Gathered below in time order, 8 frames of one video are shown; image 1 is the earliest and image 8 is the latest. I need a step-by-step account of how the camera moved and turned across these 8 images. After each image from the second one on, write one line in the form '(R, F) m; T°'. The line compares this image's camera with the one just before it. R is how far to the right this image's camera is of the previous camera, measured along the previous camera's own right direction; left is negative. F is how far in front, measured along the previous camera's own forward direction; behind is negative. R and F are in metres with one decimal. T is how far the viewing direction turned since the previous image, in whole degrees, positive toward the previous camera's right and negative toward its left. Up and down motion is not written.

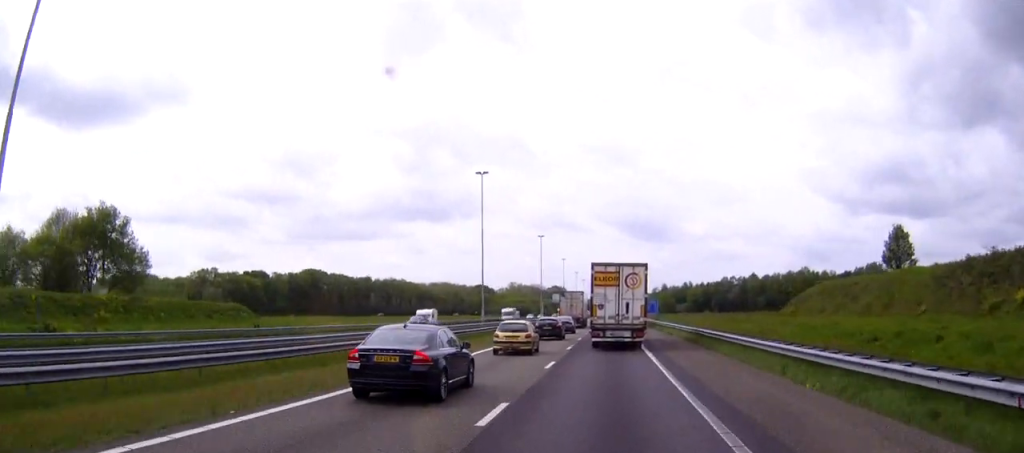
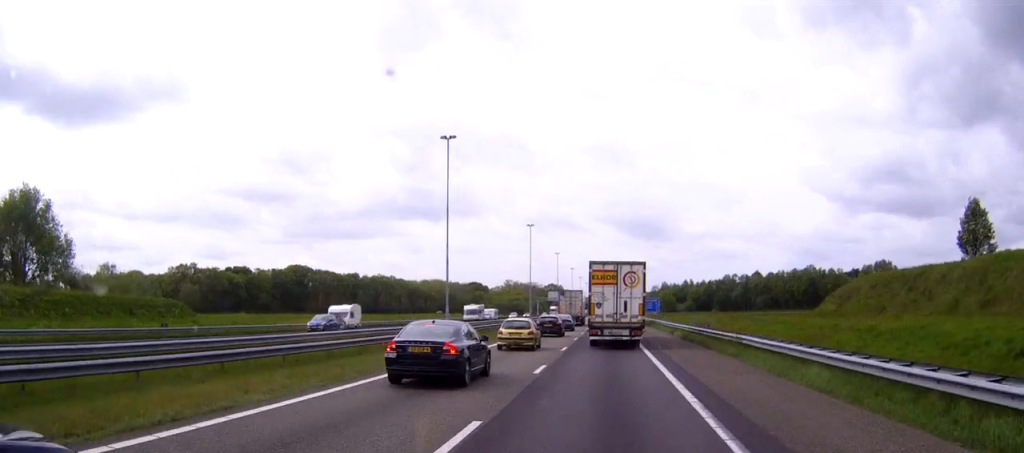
(0.0, +14.7) m; 0°
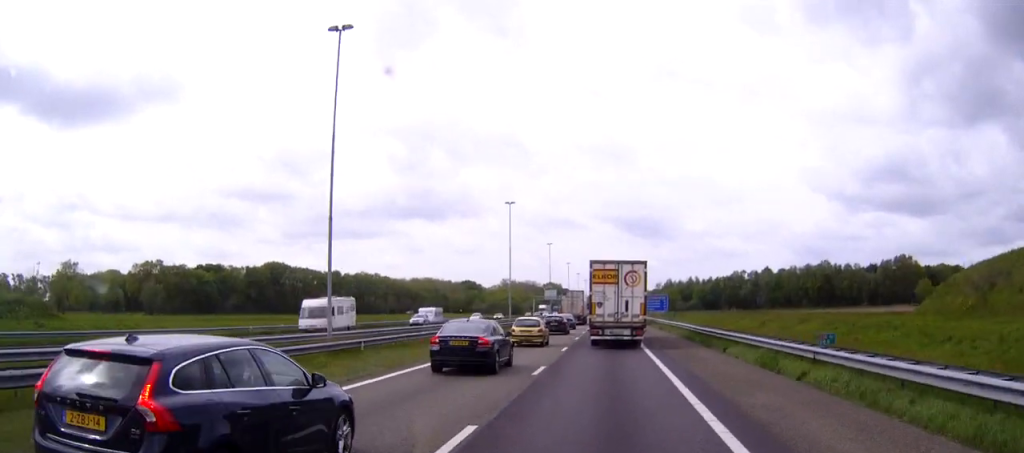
(0.0, +24.2) m; 0°
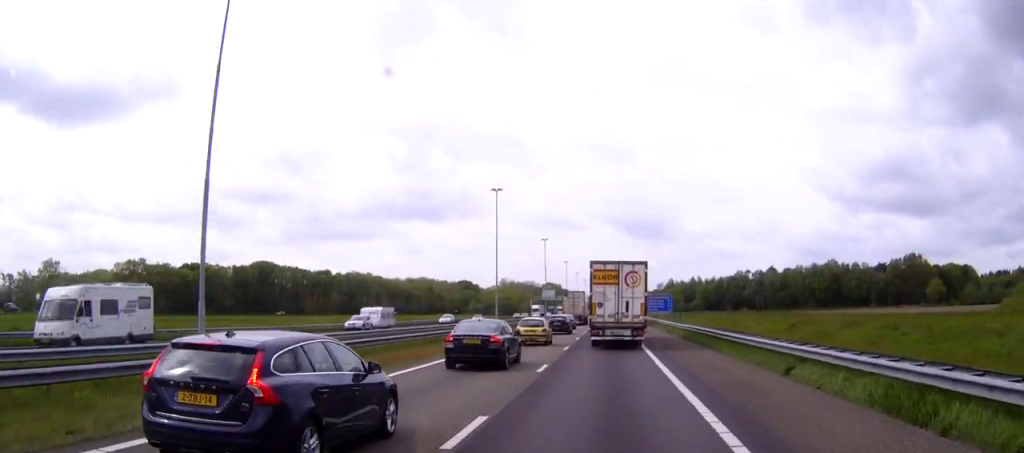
(0.0, +11.0) m; 0°
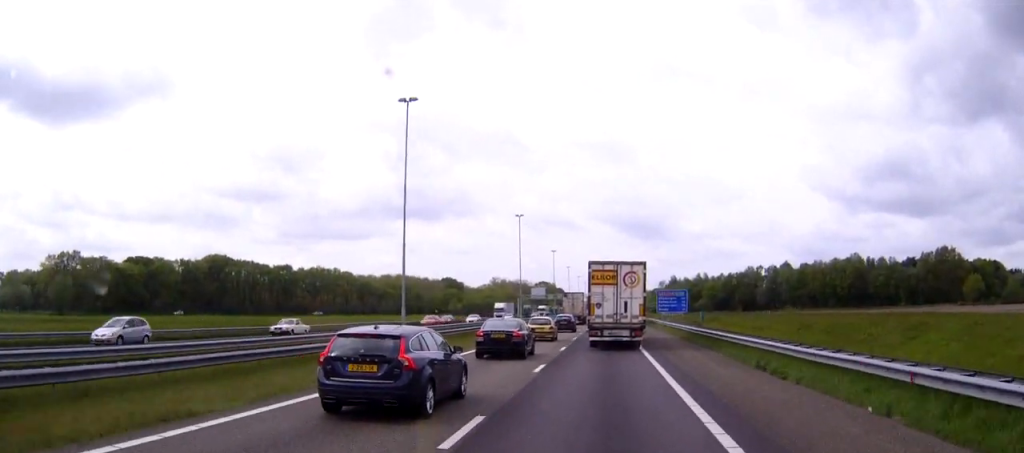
(+0.1, +35.6) m; 0°
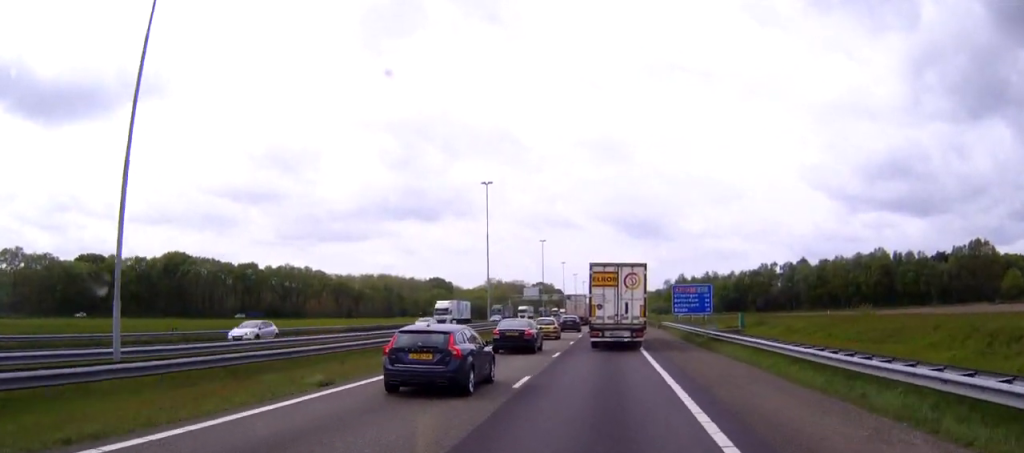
(0.0, +28.1) m; 0°
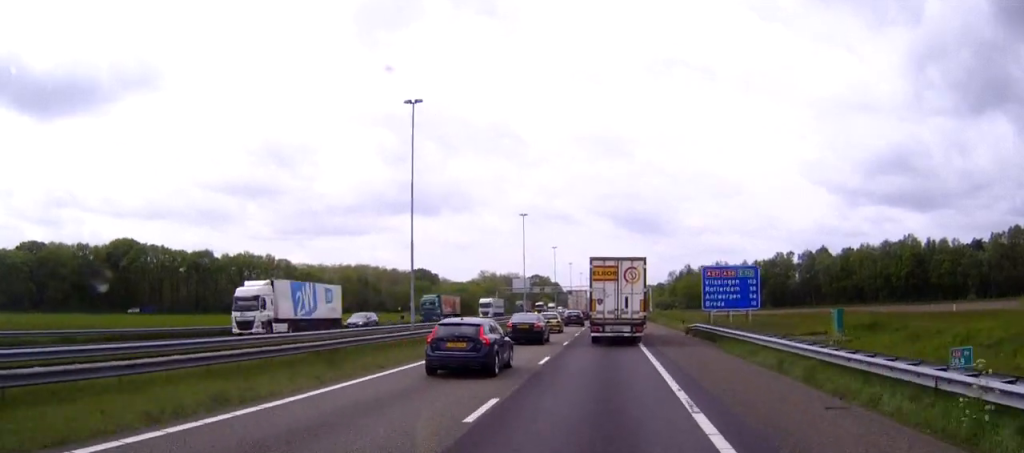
(+0.1, +29.3) m; 0°
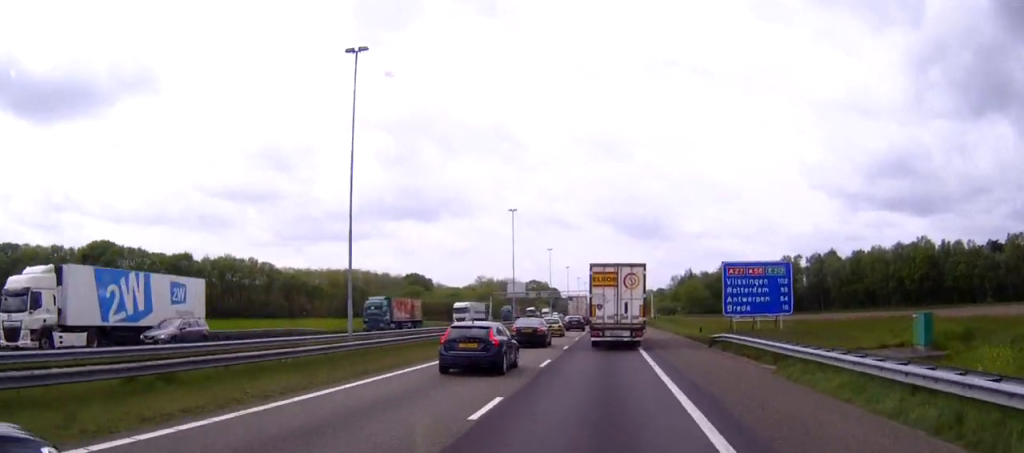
(0.0, +11.4) m; 0°
